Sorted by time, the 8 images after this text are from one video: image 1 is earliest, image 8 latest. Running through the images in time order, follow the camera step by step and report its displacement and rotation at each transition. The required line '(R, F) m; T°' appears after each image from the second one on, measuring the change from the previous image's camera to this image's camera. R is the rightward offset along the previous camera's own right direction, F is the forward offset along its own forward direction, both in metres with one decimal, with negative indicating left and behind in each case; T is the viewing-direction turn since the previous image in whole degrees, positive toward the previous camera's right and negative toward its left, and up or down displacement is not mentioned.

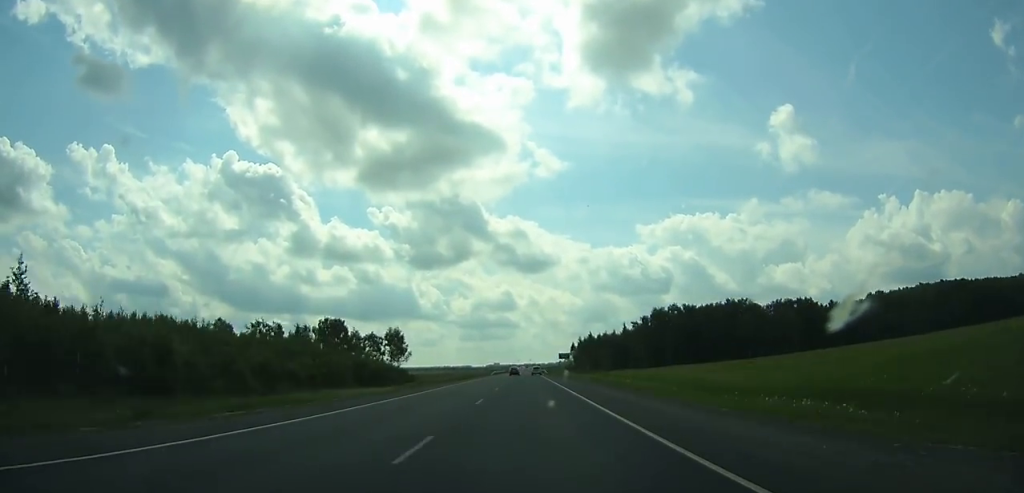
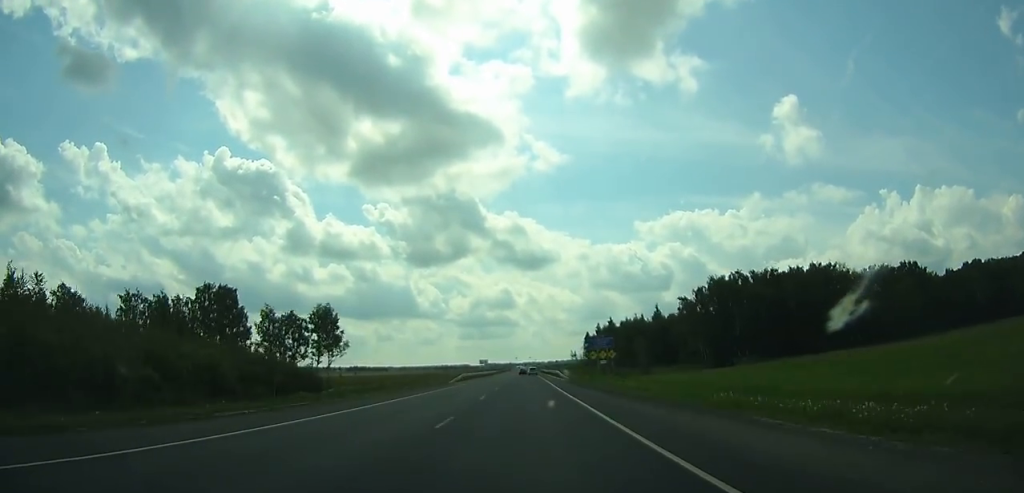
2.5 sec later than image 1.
(-0.3, +67.4) m; 0°
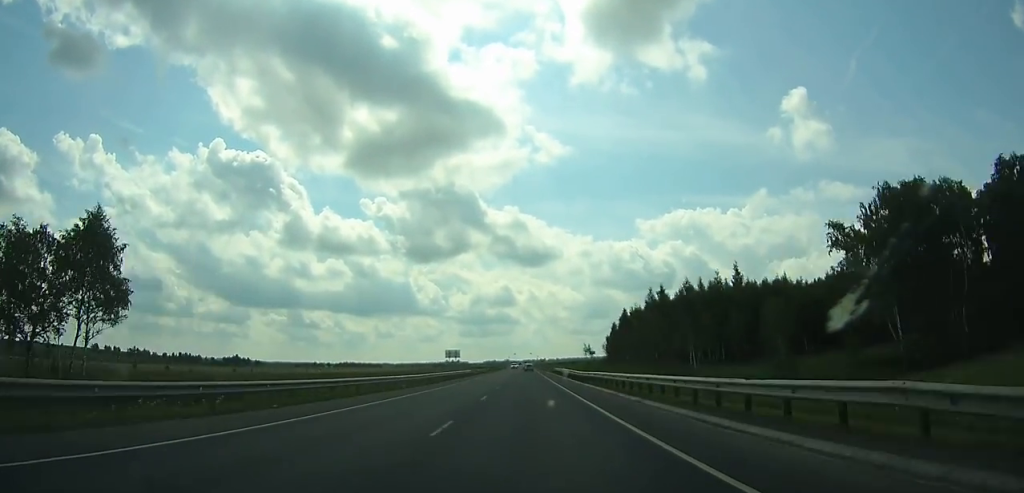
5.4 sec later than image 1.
(0.0, +73.9) m; 0°
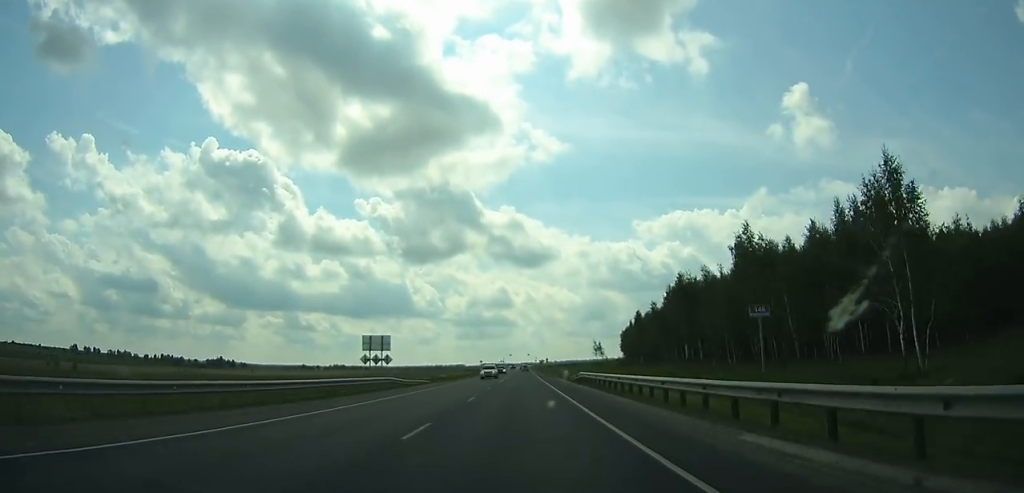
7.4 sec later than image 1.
(+0.2, +48.4) m; 0°
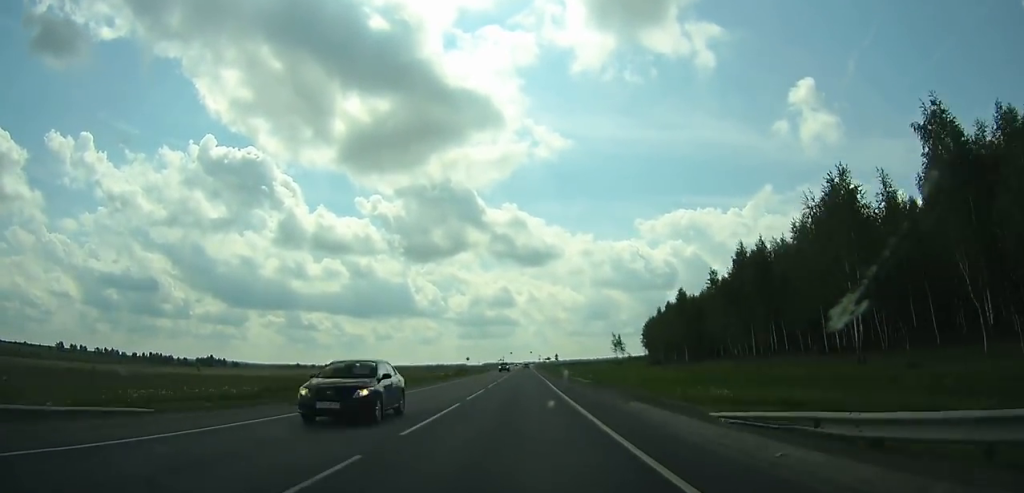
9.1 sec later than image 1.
(+0.1, +40.2) m; 0°
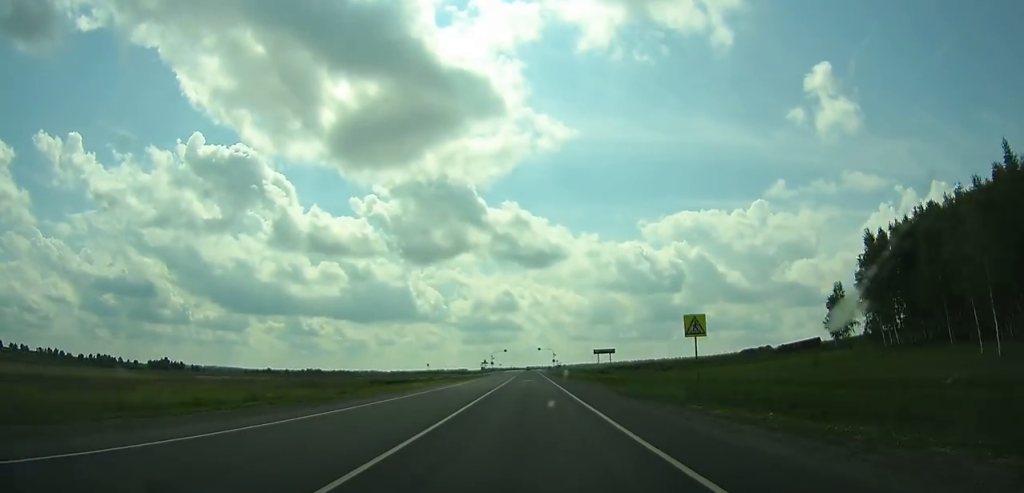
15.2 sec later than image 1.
(-1.0, +133.9) m; -1°
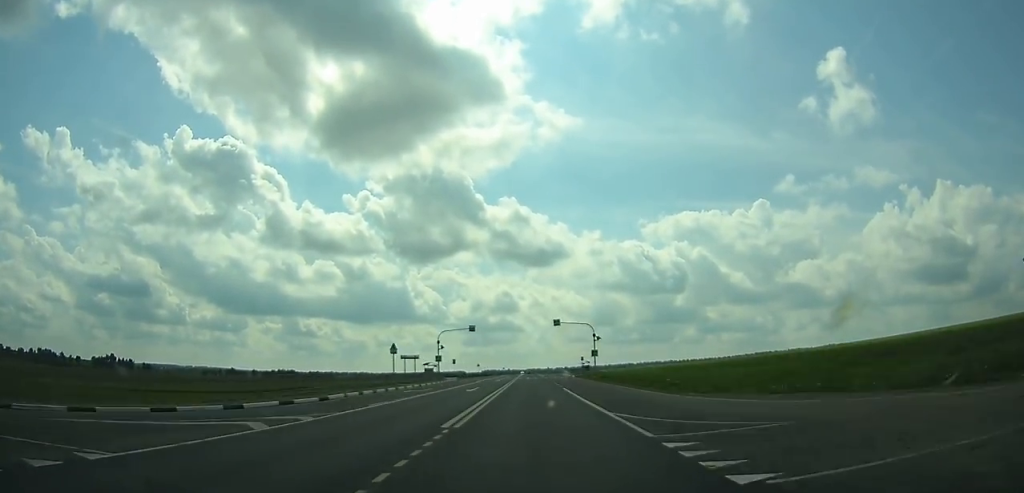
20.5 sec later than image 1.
(+0.3, +113.4) m; 0°
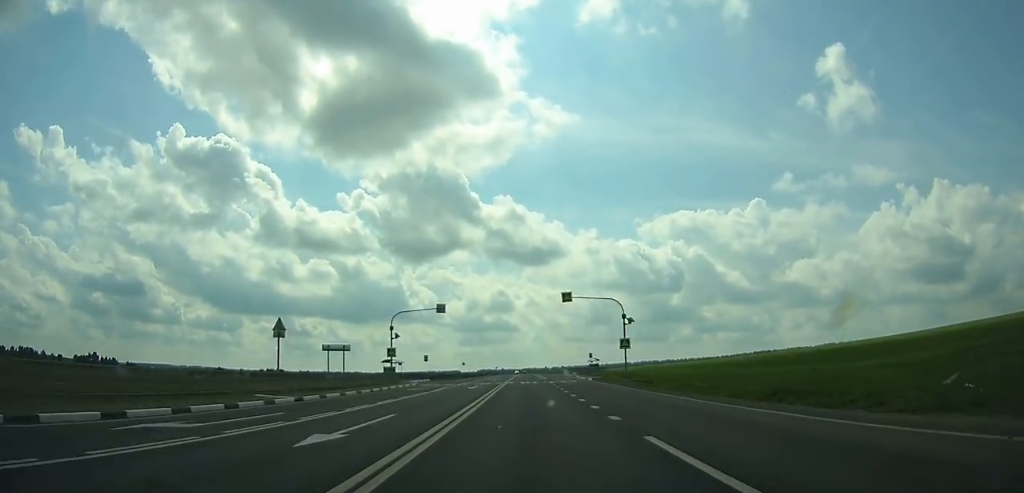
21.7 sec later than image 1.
(+0.1, +27.4) m; 0°
